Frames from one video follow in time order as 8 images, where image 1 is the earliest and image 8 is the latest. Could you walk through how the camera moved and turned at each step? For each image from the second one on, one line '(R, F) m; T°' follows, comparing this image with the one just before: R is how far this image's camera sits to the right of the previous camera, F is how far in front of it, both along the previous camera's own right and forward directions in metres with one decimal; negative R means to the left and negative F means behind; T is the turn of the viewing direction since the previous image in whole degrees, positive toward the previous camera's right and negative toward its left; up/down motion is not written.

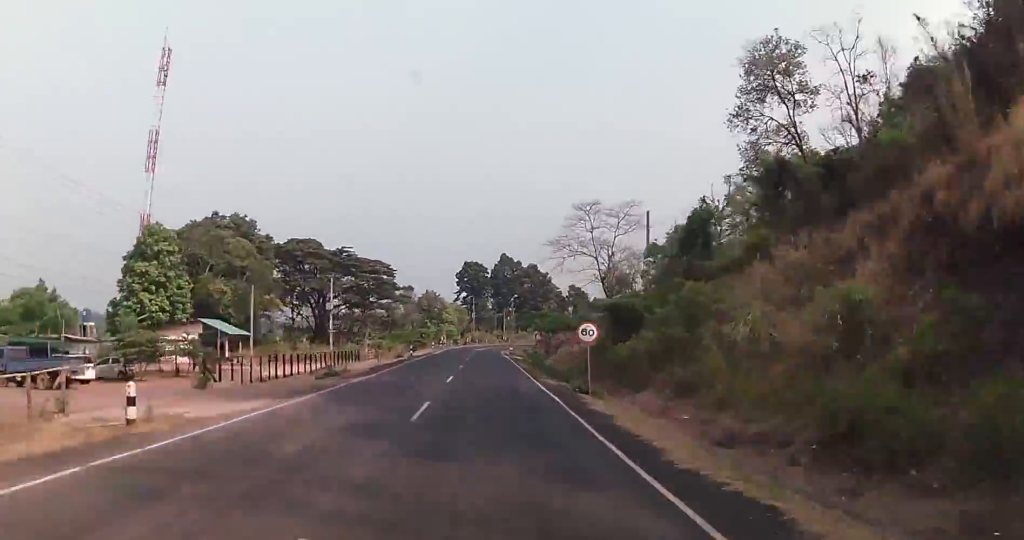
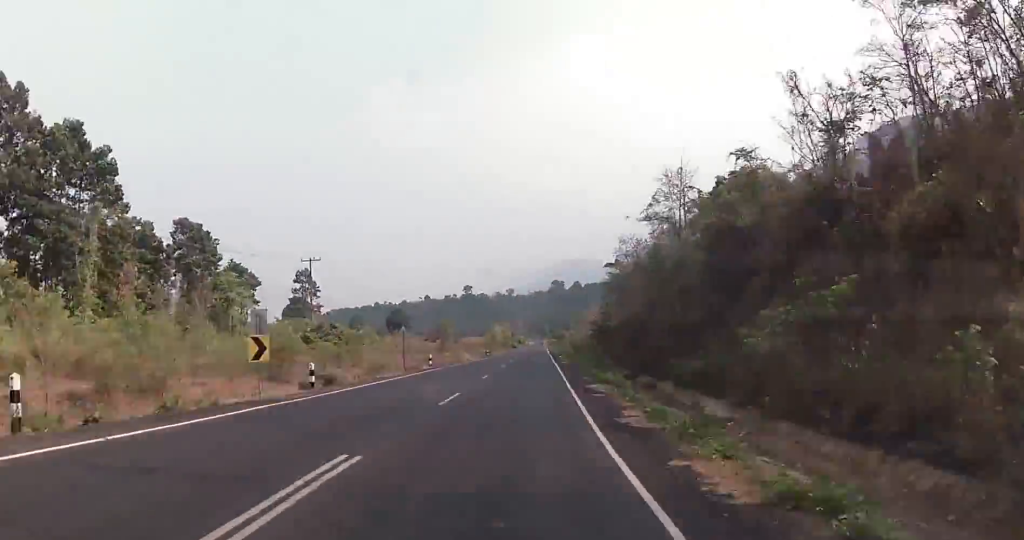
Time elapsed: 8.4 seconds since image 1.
(+35.2, +185.6) m; +27°
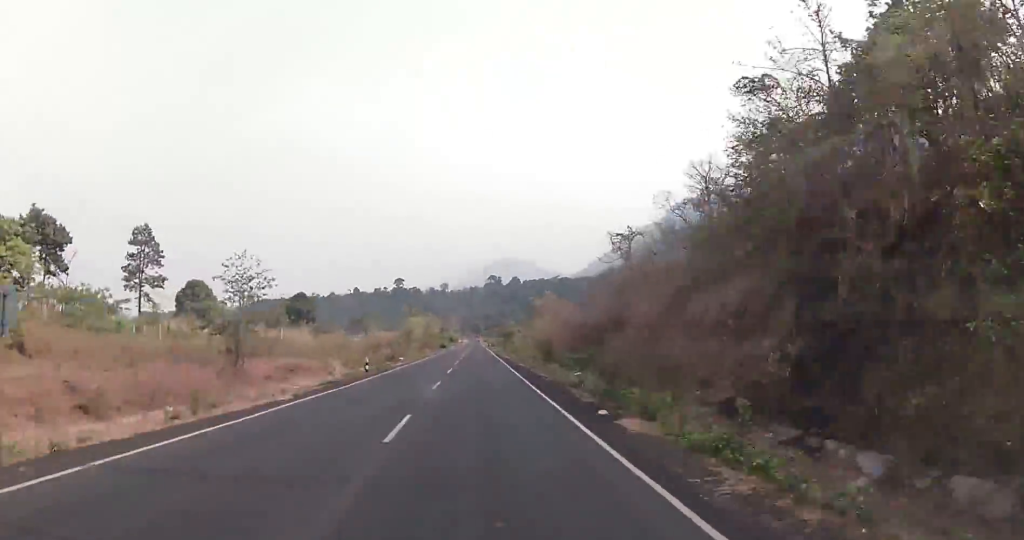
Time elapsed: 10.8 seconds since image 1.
(+7.2, +55.3) m; +6°
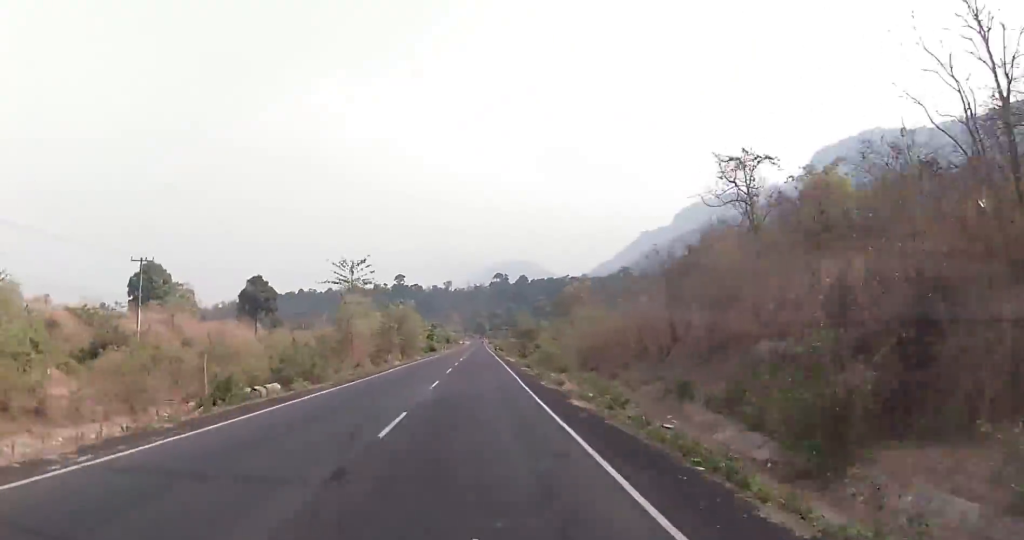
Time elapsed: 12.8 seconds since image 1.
(+1.3, +47.6) m; +2°
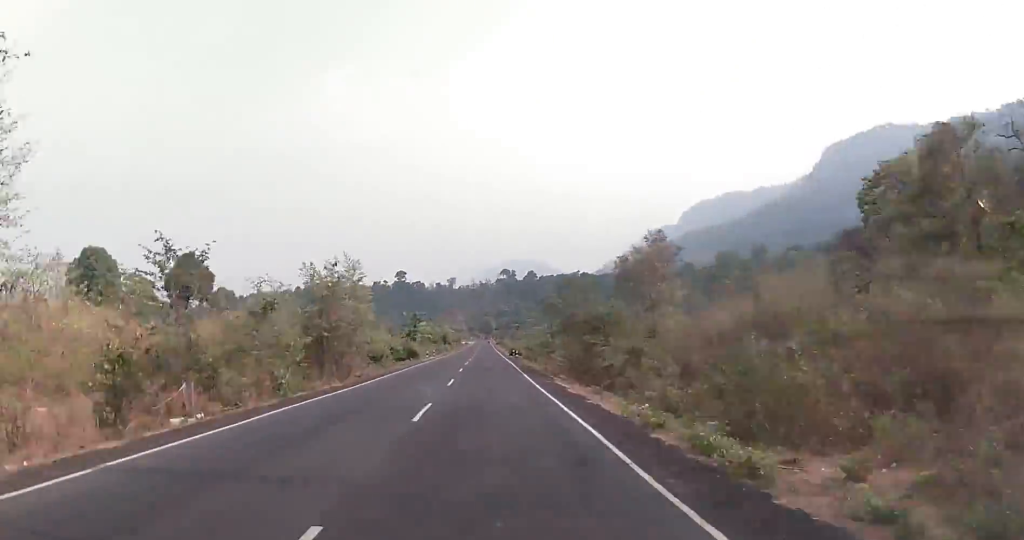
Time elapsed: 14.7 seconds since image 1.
(-0.1, +44.9) m; 0°
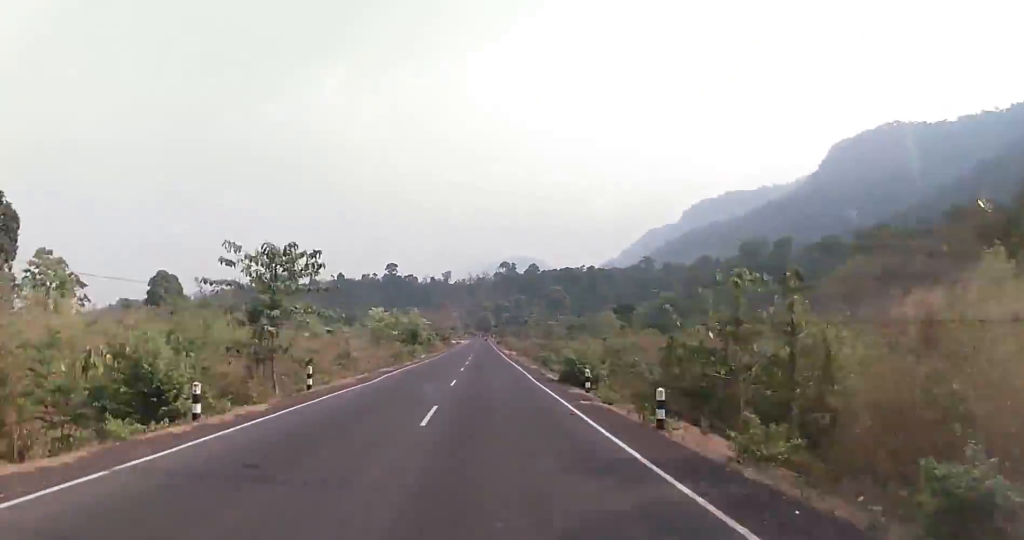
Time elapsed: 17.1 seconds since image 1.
(+0.2, +58.4) m; 0°
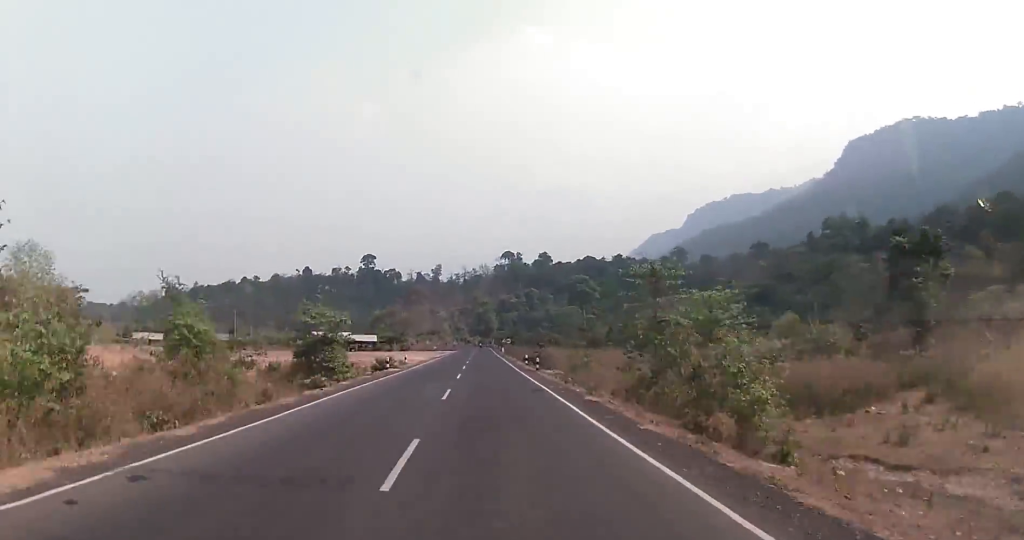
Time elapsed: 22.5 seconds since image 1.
(+1.0, +132.4) m; +1°
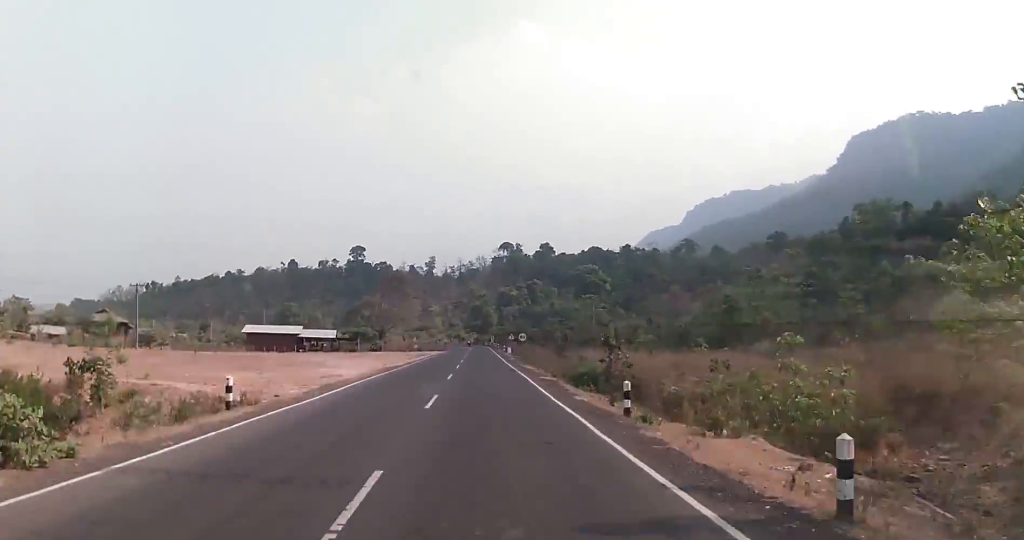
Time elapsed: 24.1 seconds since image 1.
(0.0, +37.7) m; 0°
